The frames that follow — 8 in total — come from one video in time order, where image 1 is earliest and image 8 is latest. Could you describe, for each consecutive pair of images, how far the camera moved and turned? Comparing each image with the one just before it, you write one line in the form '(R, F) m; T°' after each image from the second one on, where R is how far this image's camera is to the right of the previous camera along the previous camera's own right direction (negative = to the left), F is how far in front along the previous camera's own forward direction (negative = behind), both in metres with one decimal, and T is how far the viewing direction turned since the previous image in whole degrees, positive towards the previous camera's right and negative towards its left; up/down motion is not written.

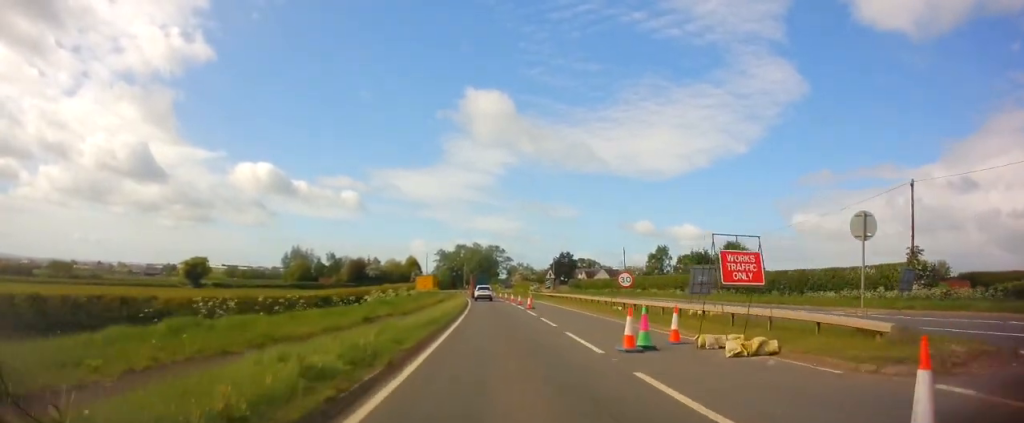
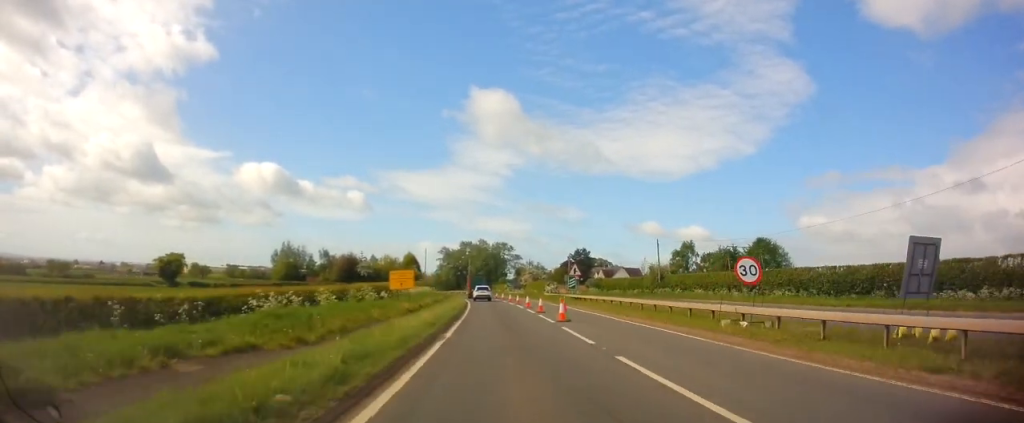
(+0.2, +15.1) m; 0°
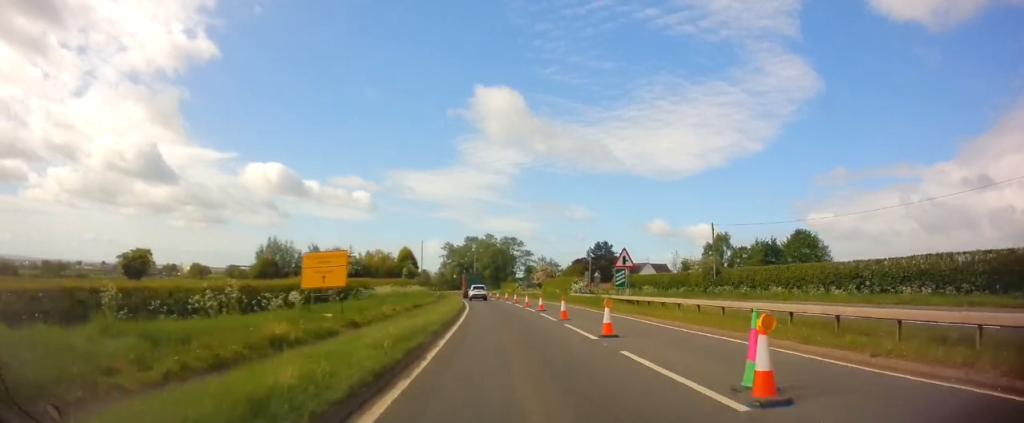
(-0.3, +16.9) m; -1°
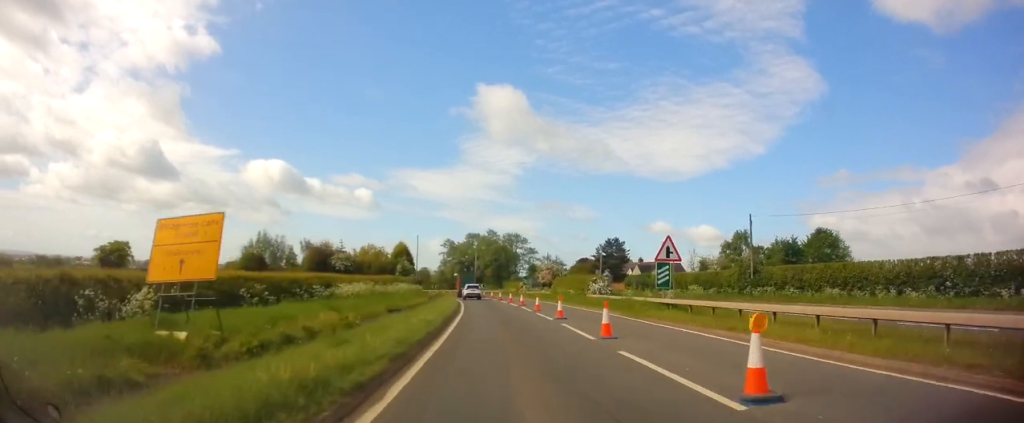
(+0.1, +8.6) m; -1°
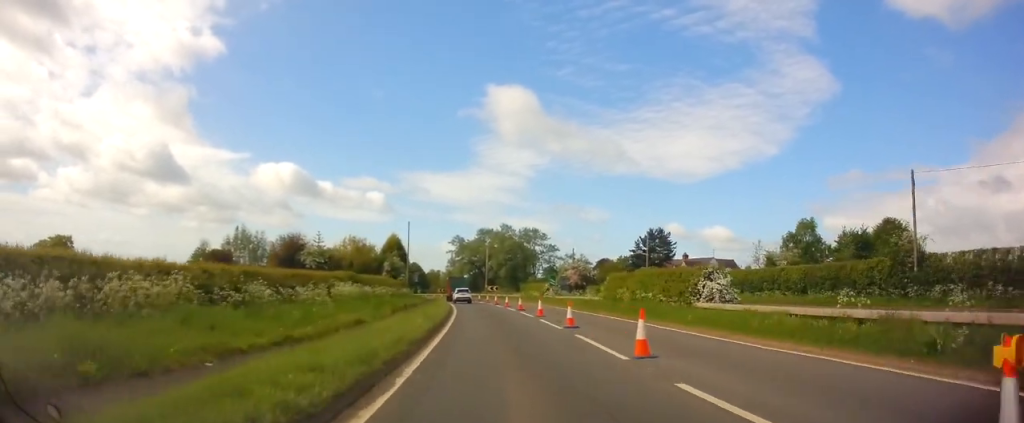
(-0.4, +21.2) m; -2°
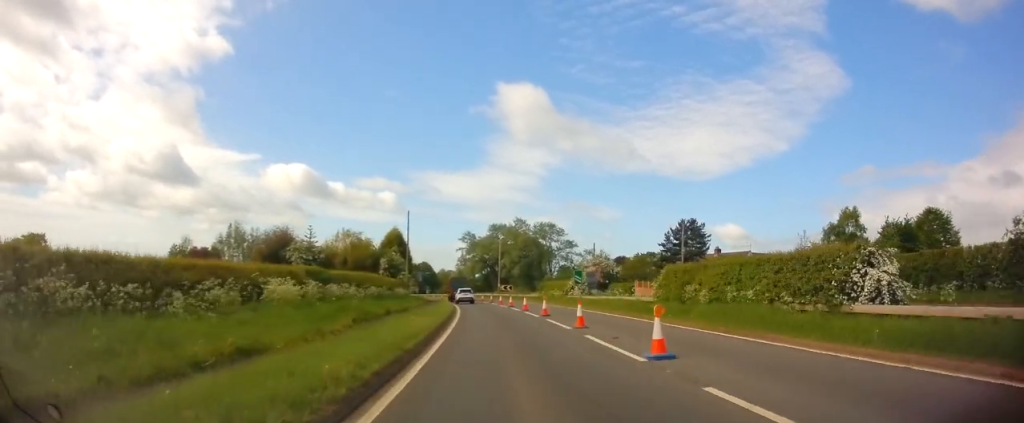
(0.0, +9.5) m; -1°
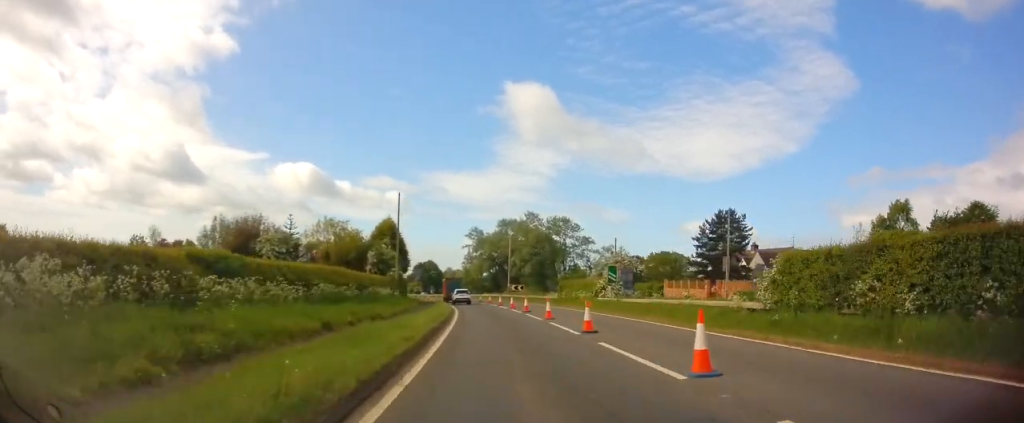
(-0.2, +10.6) m; -1°
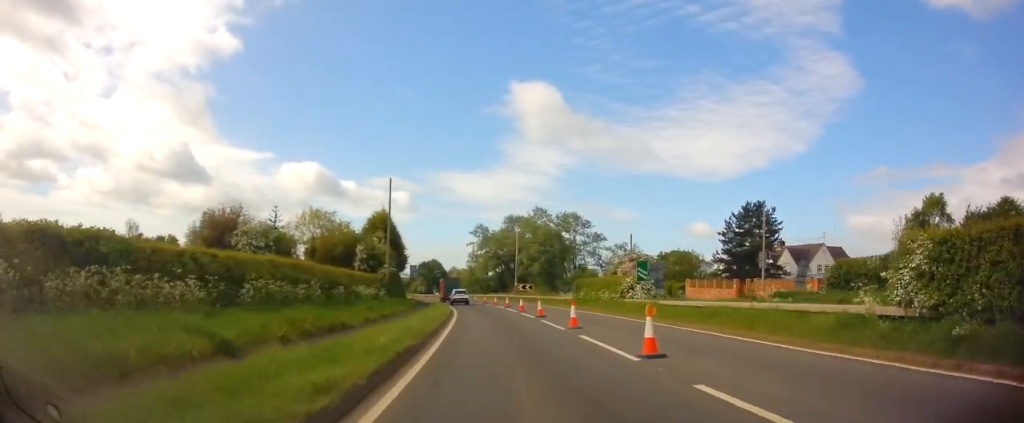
(0.0, +6.4) m; -1°
